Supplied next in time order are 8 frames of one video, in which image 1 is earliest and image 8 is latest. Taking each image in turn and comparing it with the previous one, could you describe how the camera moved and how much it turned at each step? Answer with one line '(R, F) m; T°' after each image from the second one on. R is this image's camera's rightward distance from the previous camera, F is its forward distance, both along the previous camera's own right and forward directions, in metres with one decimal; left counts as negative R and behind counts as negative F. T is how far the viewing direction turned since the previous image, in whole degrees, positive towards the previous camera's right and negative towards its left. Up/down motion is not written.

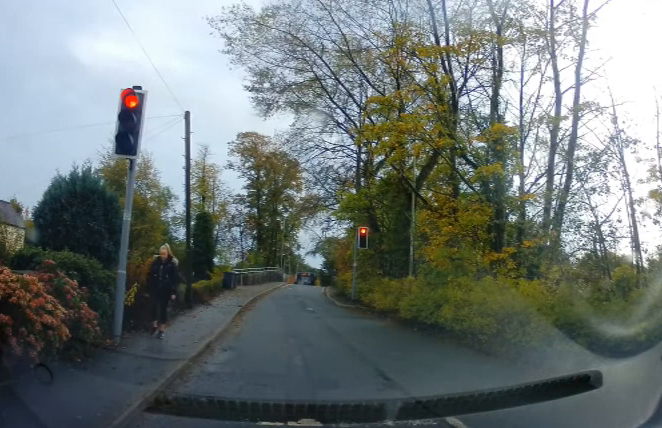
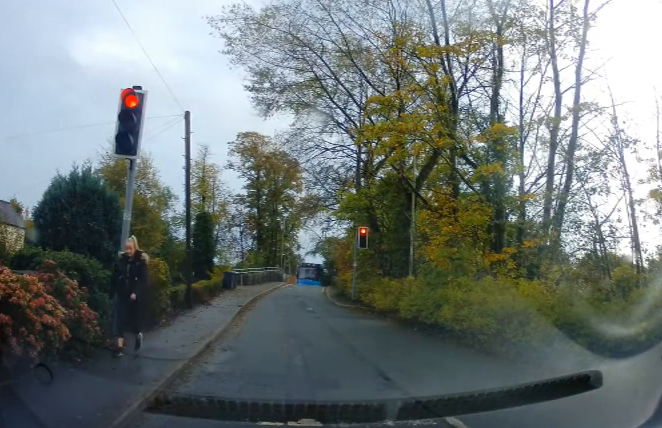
(0.0, 0.0) m; 0°
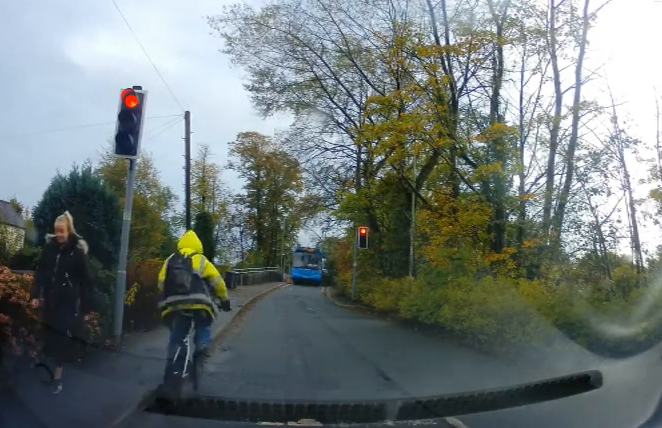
(0.0, 0.0) m; 0°
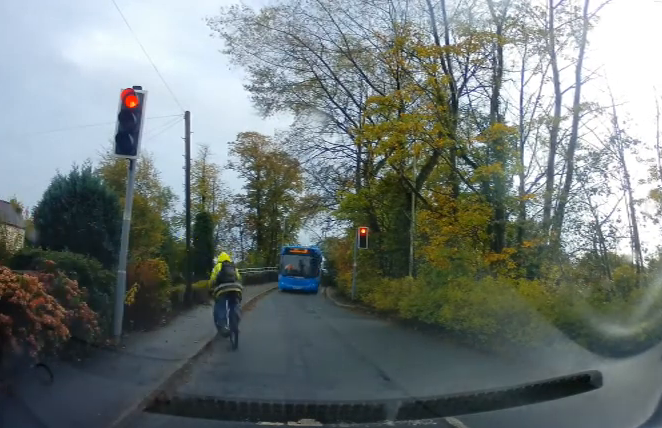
(0.0, 0.0) m; 0°
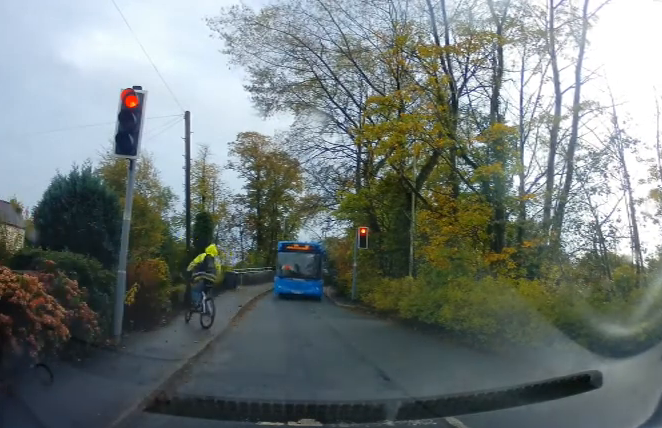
(0.0, 0.0) m; 0°
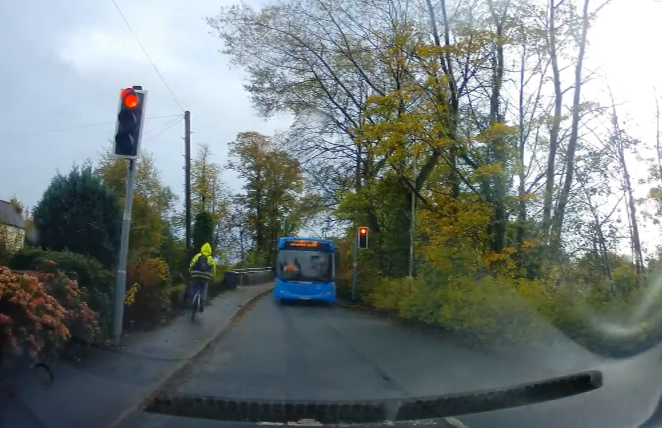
(0.0, 0.0) m; 0°
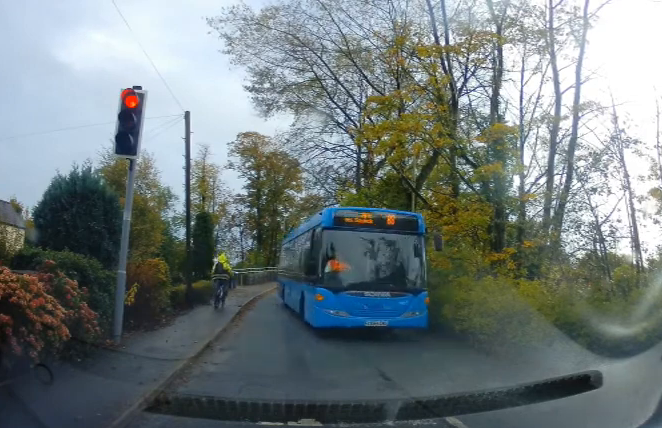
(0.0, 0.0) m; 0°
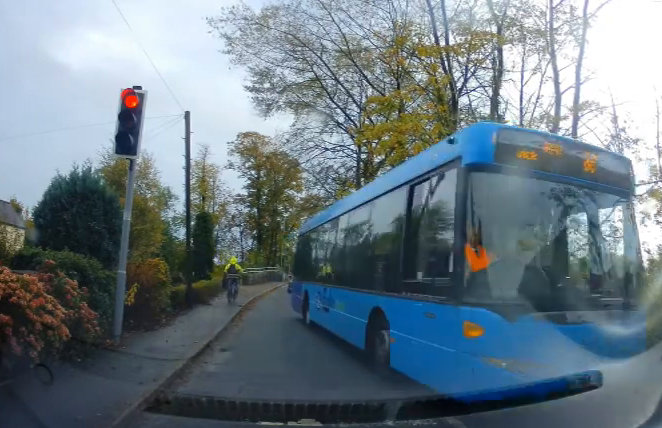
(0.0, 0.0) m; 0°
